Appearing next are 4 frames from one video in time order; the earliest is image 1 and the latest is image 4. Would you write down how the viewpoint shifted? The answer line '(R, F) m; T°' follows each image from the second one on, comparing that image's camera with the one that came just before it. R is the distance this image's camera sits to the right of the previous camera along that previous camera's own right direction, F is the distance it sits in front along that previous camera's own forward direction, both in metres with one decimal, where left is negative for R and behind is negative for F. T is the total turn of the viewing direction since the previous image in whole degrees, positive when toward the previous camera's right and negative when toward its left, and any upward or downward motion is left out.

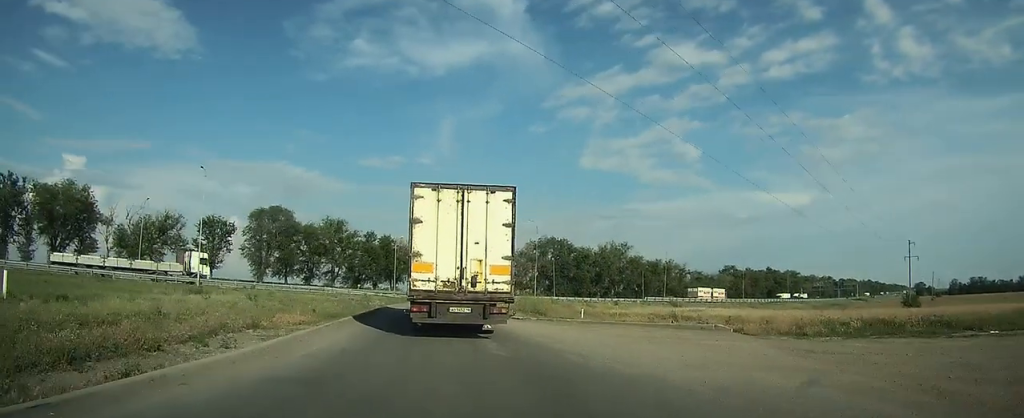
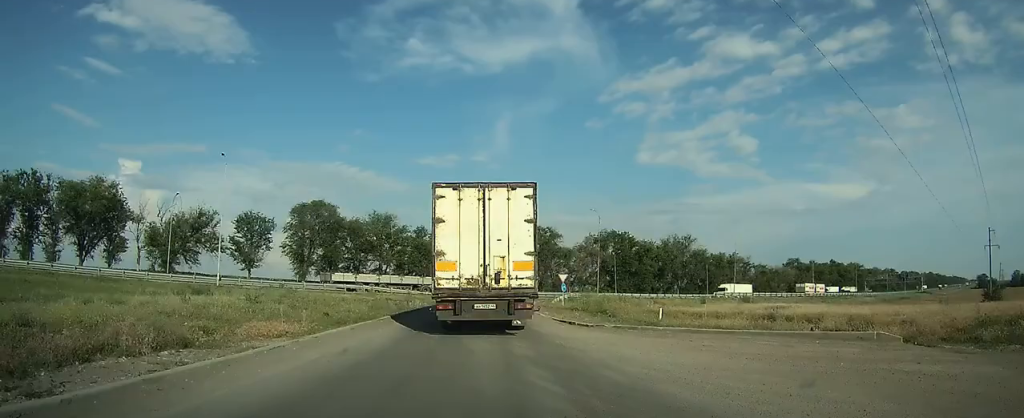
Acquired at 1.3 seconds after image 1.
(-0.4, +6.1) m; -10°
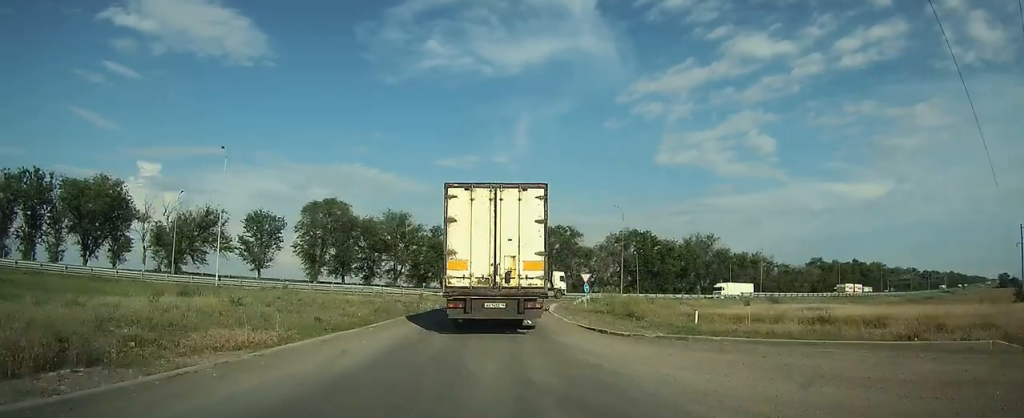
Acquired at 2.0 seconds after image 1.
(-0.2, +3.2) m; -5°
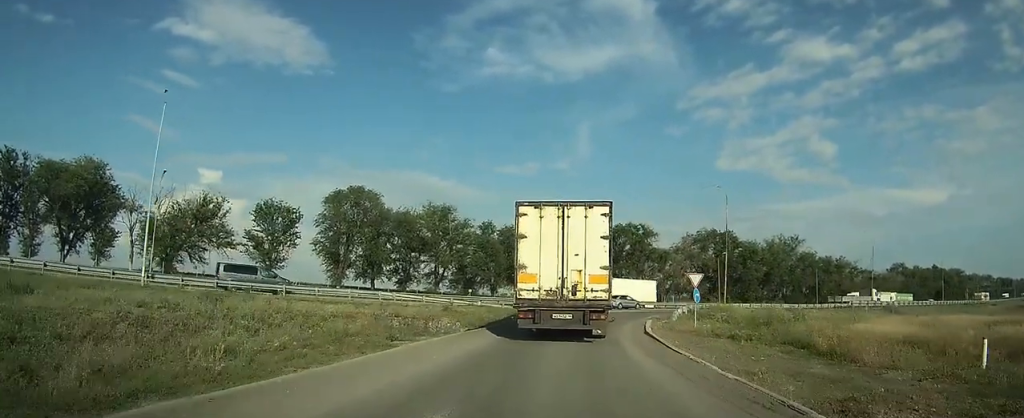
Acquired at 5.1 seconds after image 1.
(-1.4, +15.3) m; -8°
